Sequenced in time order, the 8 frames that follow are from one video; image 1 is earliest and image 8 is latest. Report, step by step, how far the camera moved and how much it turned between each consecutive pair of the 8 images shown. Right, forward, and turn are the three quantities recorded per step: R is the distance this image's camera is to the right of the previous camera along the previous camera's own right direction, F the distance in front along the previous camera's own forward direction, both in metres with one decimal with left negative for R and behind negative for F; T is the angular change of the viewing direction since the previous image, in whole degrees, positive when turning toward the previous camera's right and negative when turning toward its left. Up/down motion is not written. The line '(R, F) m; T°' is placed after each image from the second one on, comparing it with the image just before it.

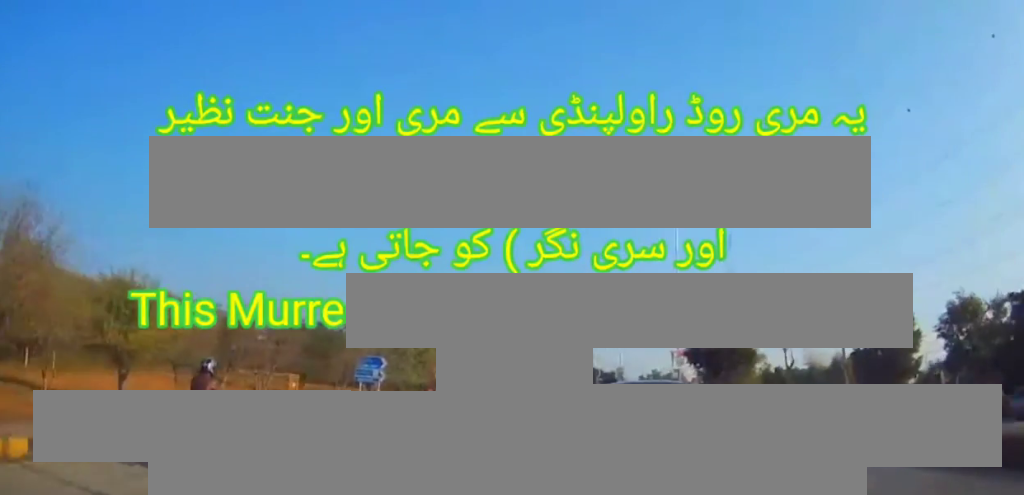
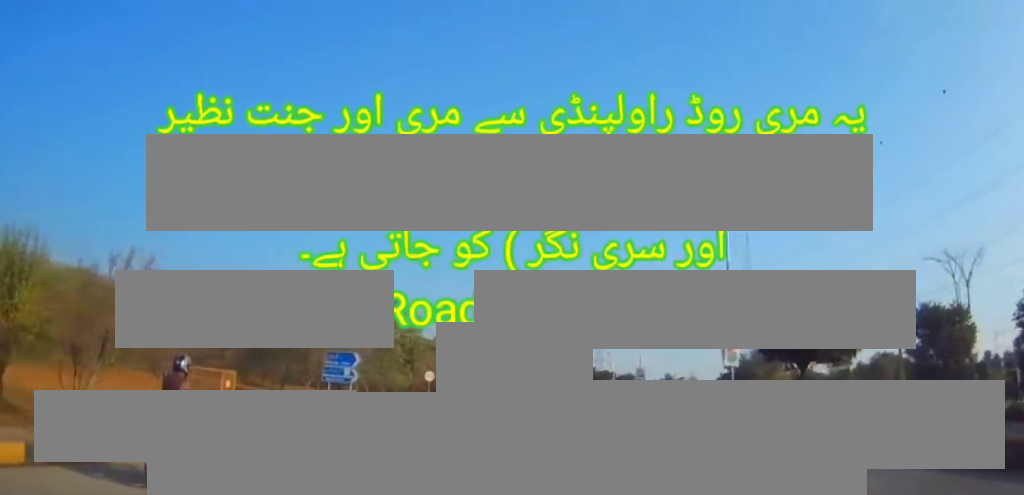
(-0.1, +9.6) m; -1°
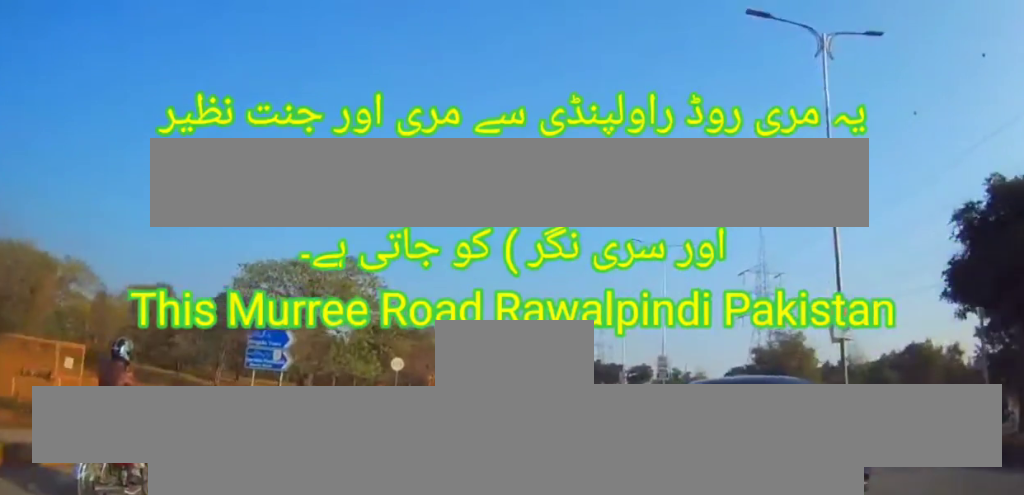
(-0.2, +11.9) m; 0°
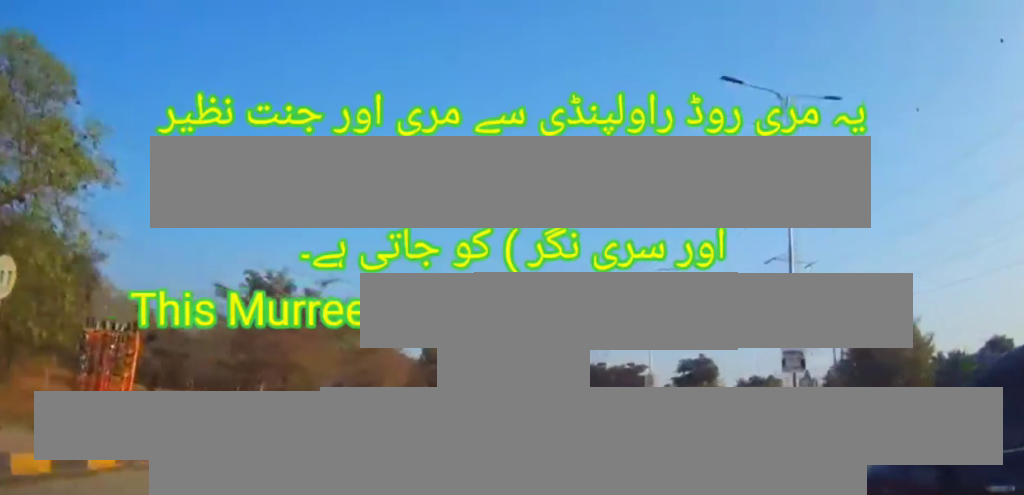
(+0.9, +30.3) m; +2°
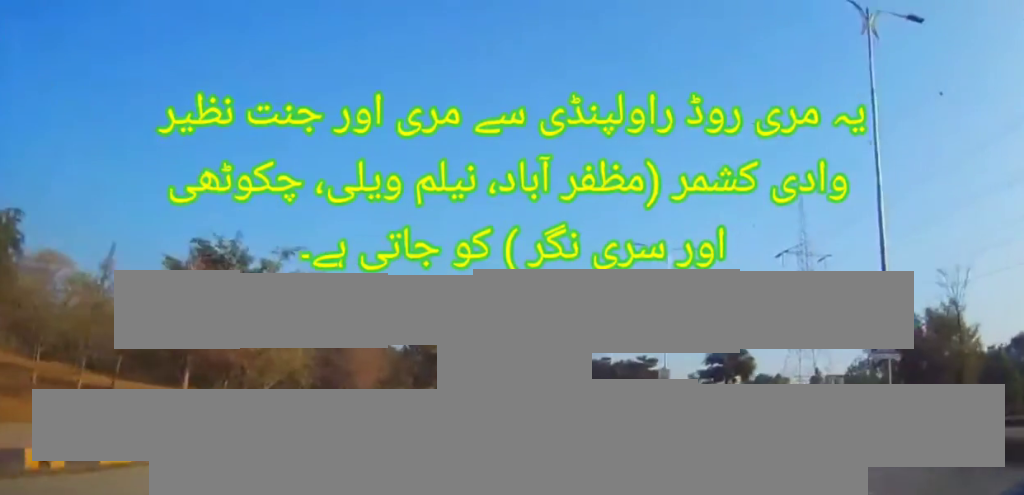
(+0.1, +7.1) m; 0°
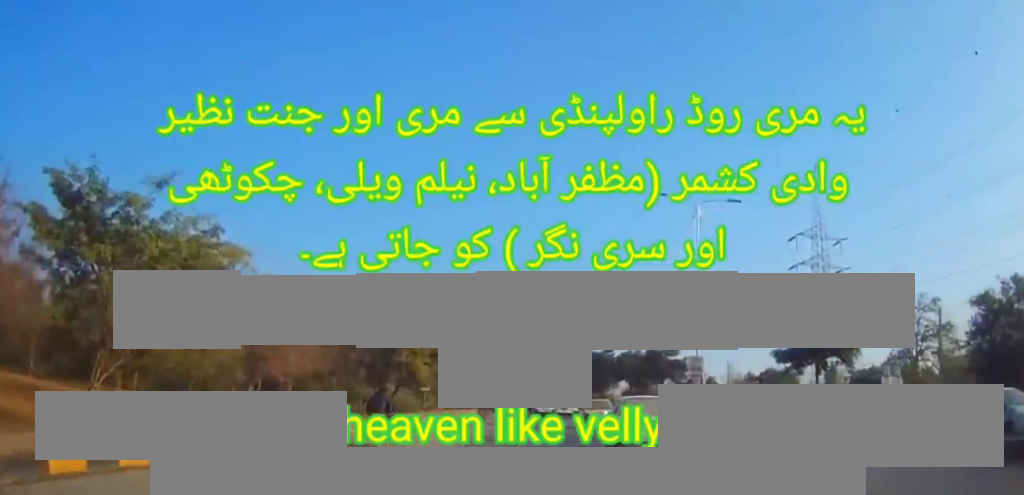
(-0.2, +12.4) m; 0°
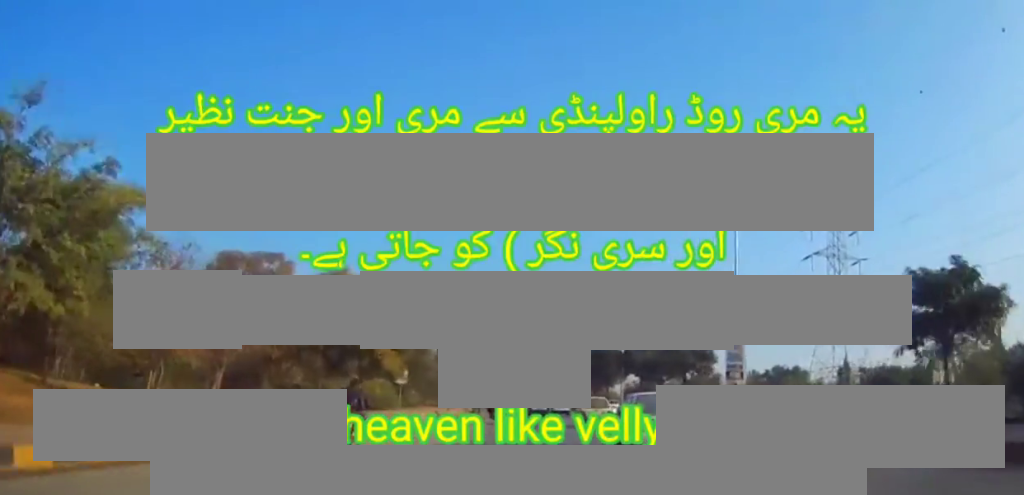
(-0.1, +8.0) m; 0°
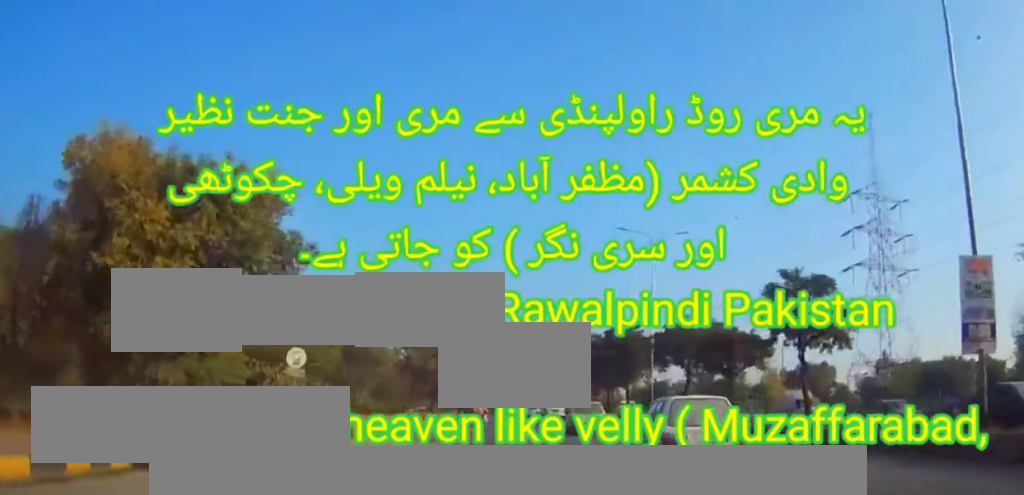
(+0.3, +18.5) m; +1°
